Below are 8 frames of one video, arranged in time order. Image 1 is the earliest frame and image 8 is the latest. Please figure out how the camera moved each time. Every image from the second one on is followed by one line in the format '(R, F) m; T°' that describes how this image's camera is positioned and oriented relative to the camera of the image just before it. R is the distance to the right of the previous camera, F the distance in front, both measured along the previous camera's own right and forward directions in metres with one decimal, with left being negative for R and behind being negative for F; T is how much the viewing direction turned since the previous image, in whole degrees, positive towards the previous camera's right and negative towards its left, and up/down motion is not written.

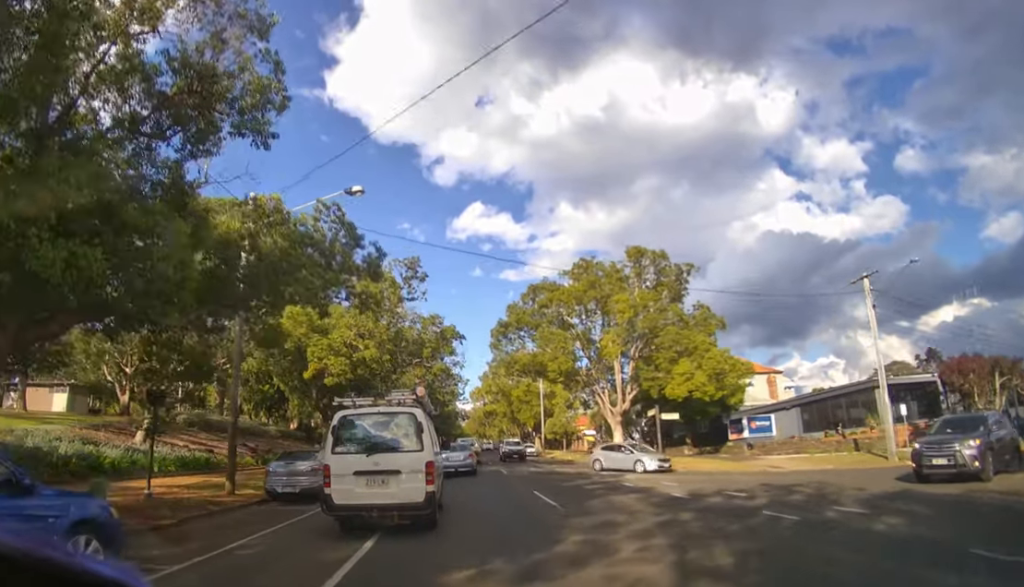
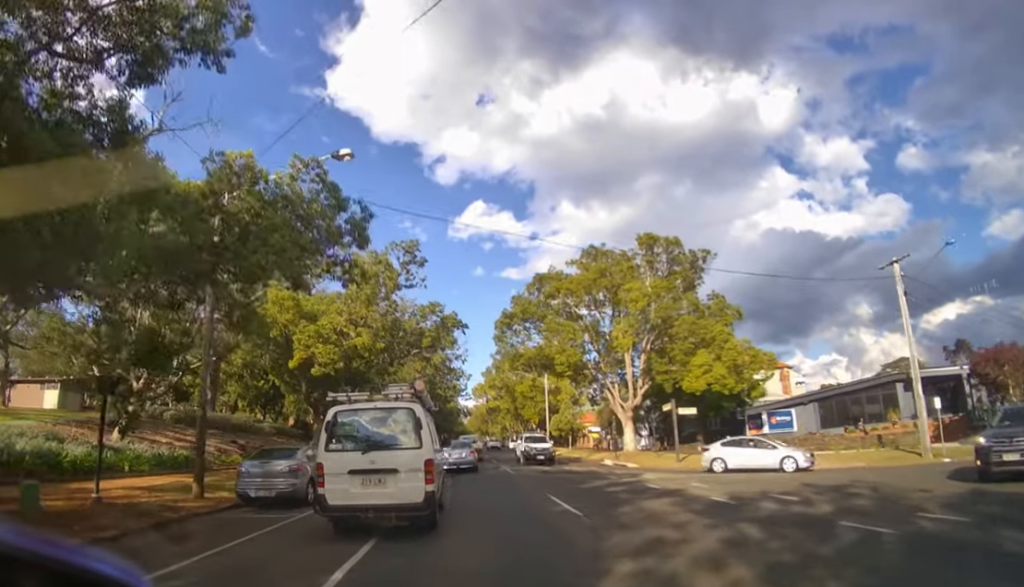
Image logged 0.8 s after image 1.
(0.0, +1.9) m; 0°
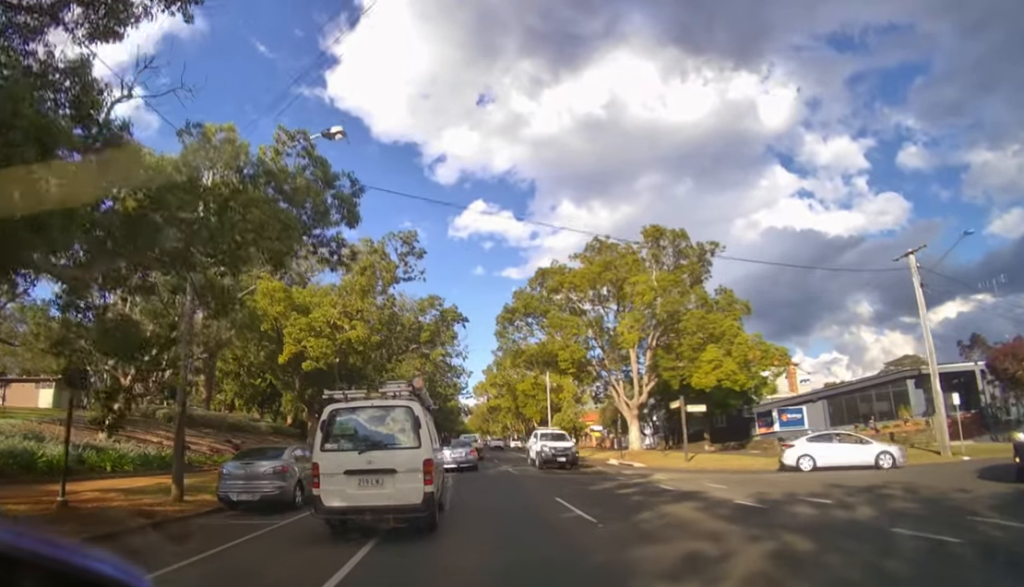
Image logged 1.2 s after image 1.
(0.0, +0.9) m; +1°
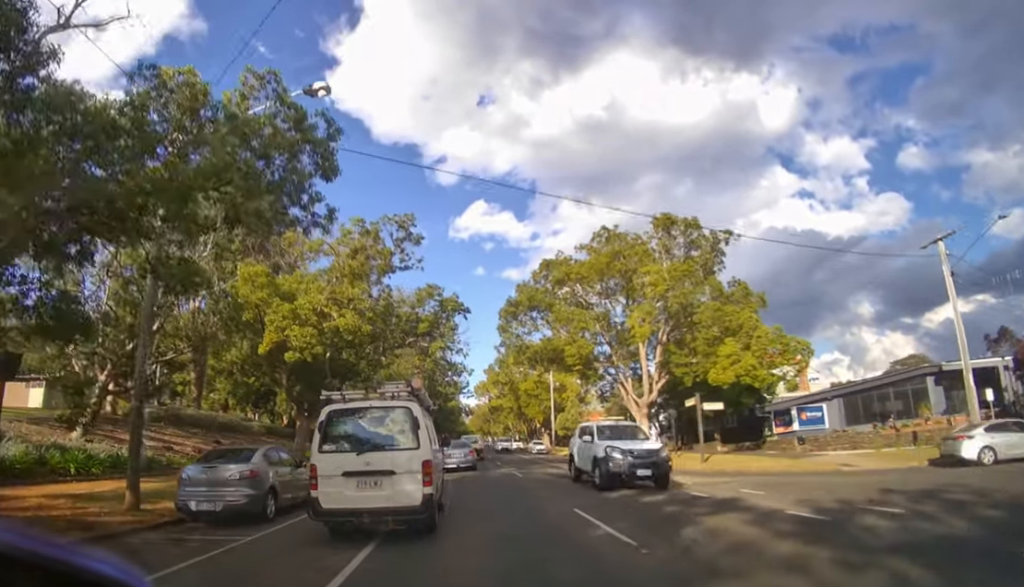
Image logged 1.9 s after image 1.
(0.0, +1.5) m; +2°
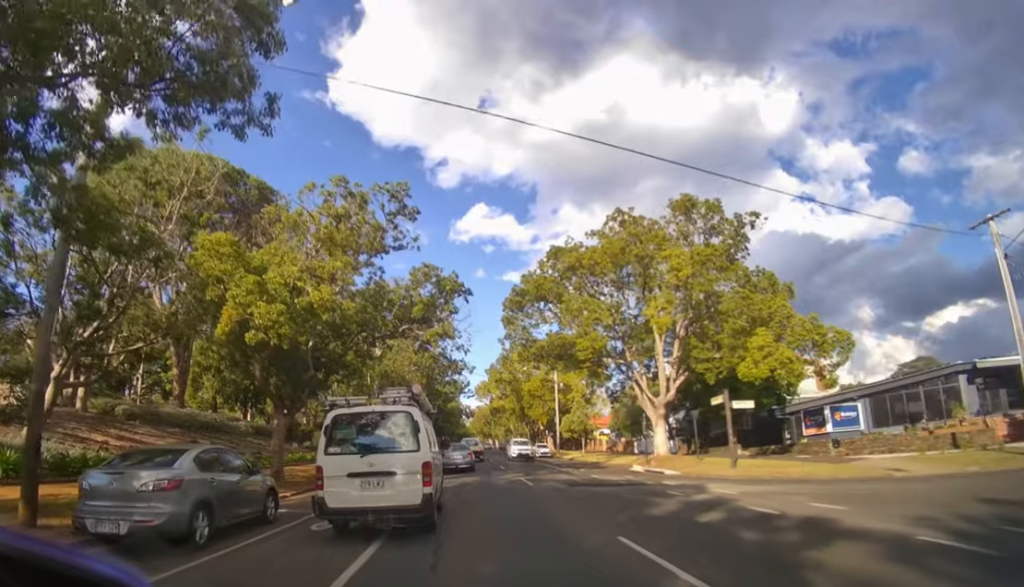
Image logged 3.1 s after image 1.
(+0.1, +2.4) m; +1°
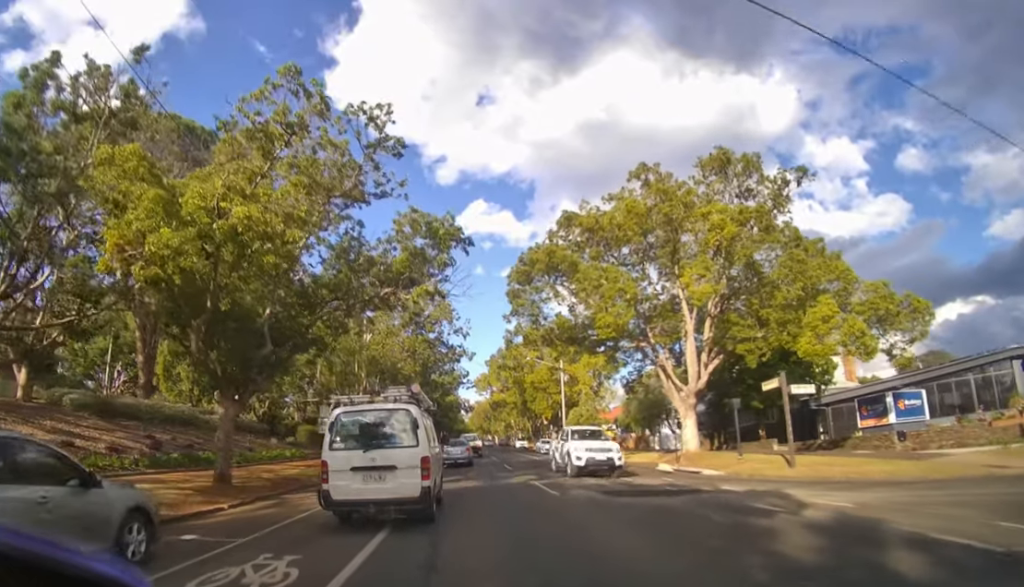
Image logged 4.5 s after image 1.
(-0.1, +3.7) m; -3°
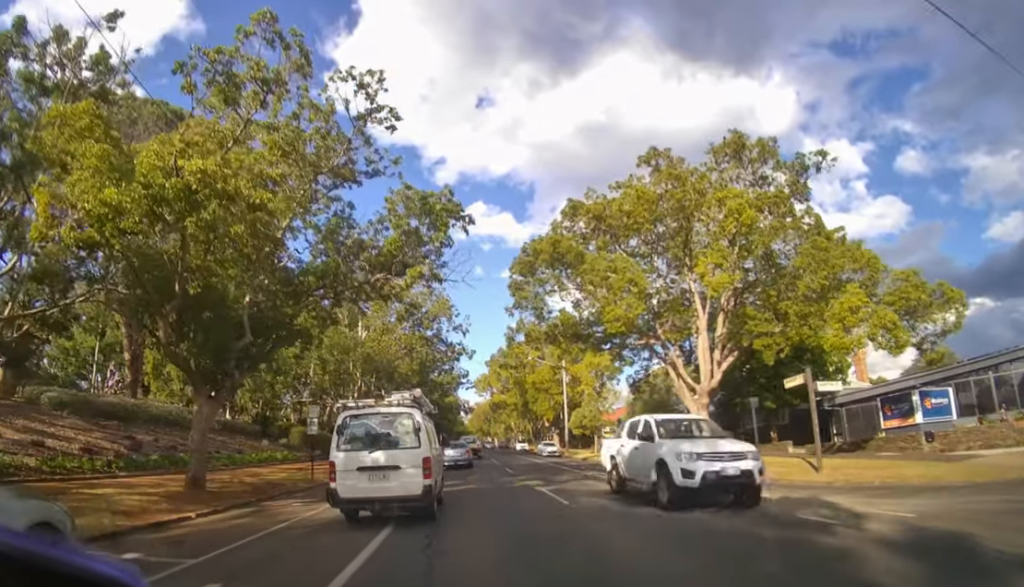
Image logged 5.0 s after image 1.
(0.0, +1.5) m; 0°
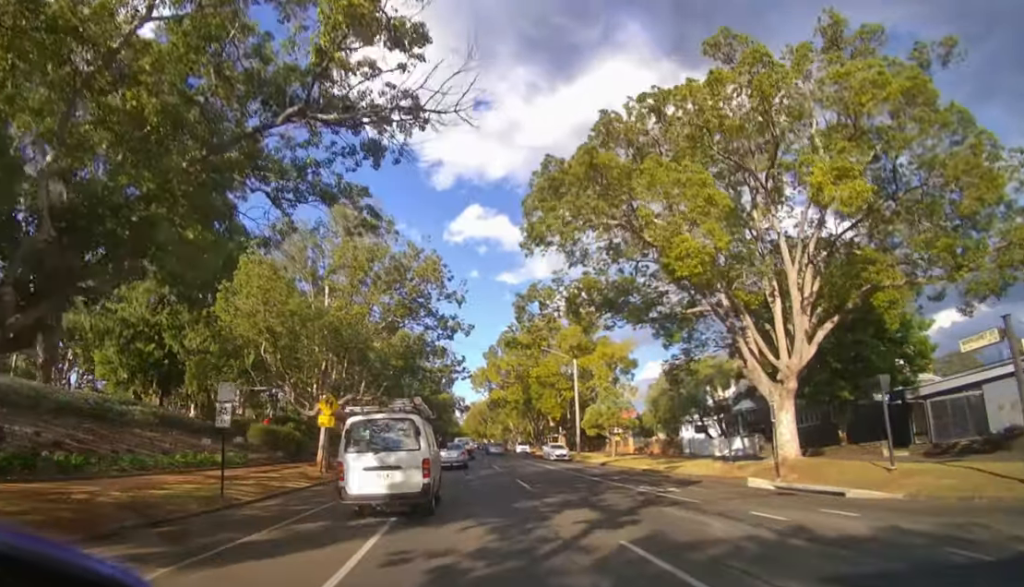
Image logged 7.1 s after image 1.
(+0.2, +7.1) m; +2°
